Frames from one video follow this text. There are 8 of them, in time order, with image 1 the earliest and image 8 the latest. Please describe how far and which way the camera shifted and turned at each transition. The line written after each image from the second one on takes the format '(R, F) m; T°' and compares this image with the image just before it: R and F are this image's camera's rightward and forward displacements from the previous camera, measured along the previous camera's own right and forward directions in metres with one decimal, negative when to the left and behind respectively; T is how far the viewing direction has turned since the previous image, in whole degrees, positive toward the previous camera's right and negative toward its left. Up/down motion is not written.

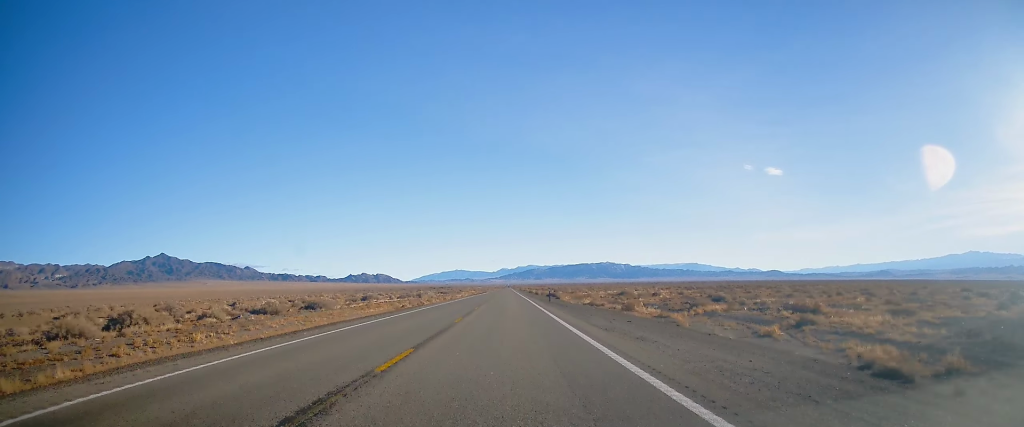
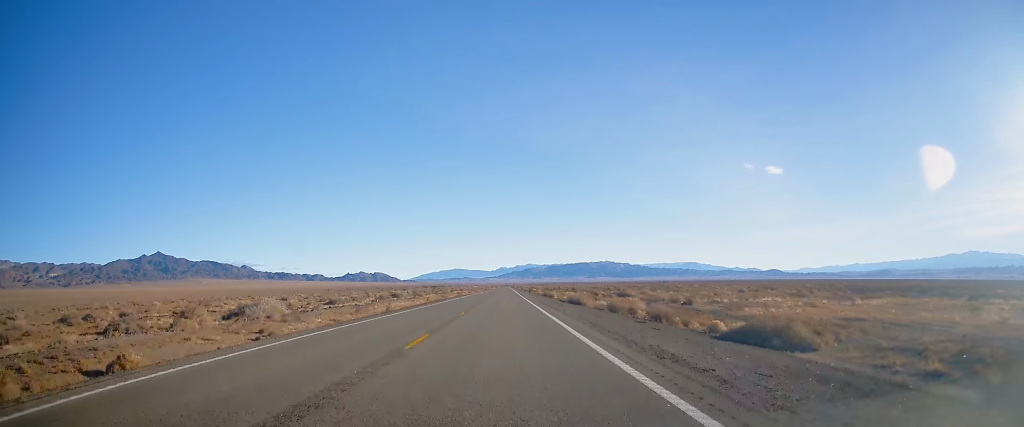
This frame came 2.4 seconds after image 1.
(-0.5, +82.6) m; 0°
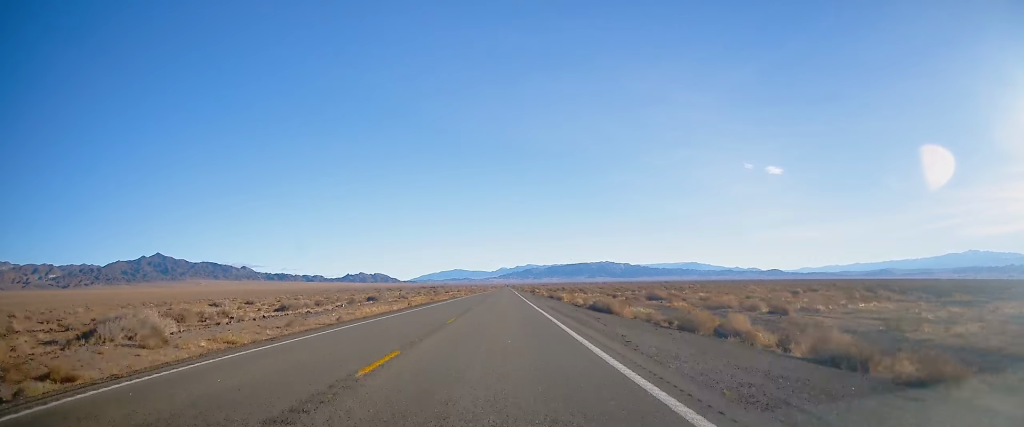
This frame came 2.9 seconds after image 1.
(-0.1, +15.5) m; 0°
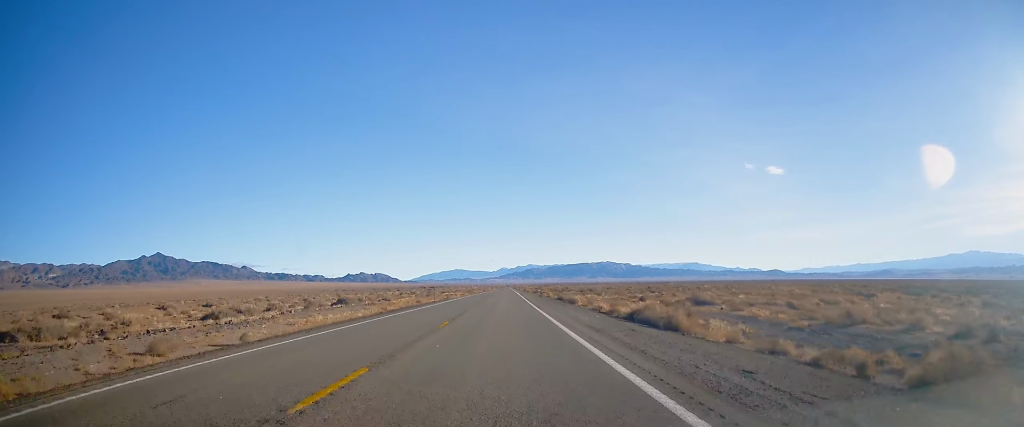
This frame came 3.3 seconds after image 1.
(+0.1, +14.4) m; 0°
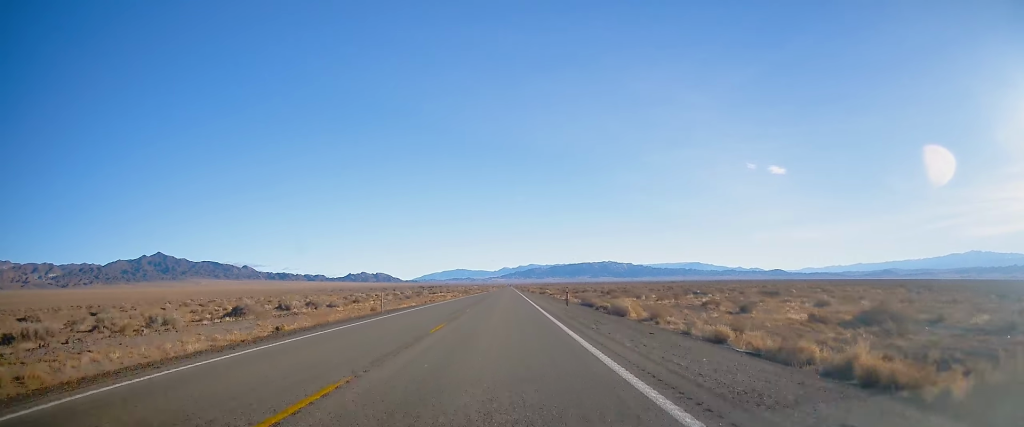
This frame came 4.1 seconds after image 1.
(+0.2, +25.5) m; 0°
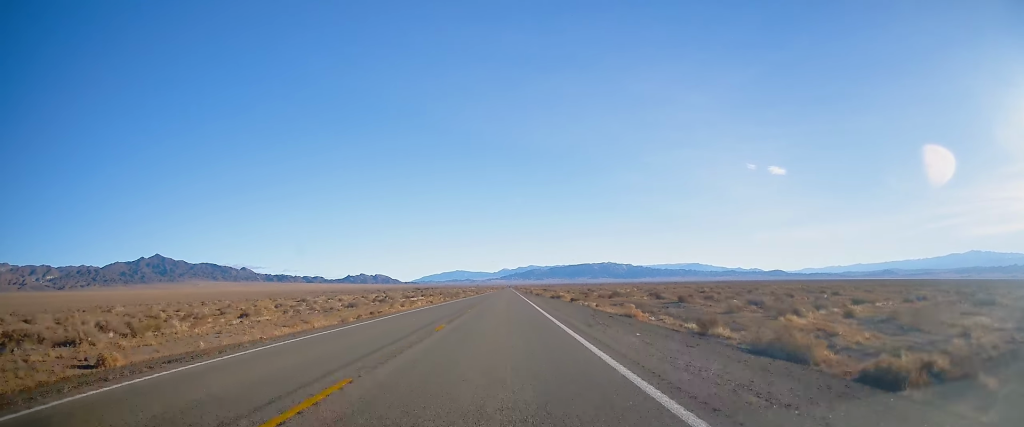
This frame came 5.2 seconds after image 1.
(-0.1, +35.5) m; 0°
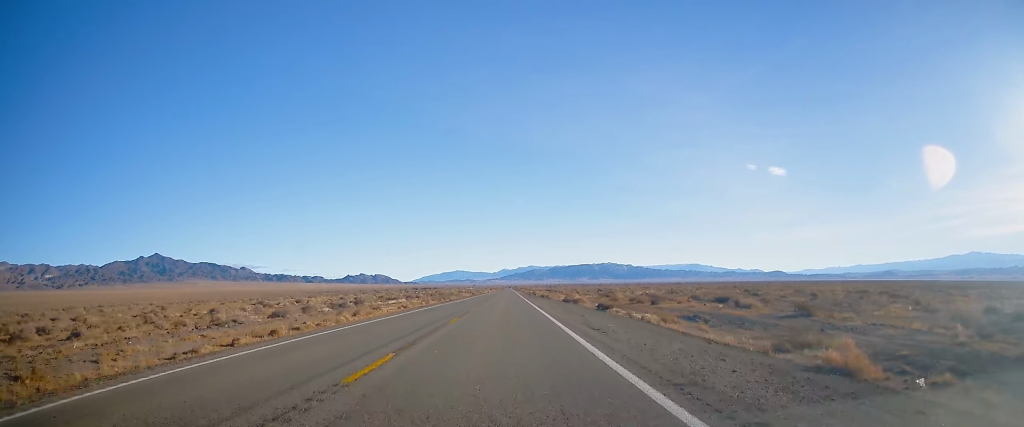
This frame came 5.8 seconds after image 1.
(0.0, +21.1) m; 0°
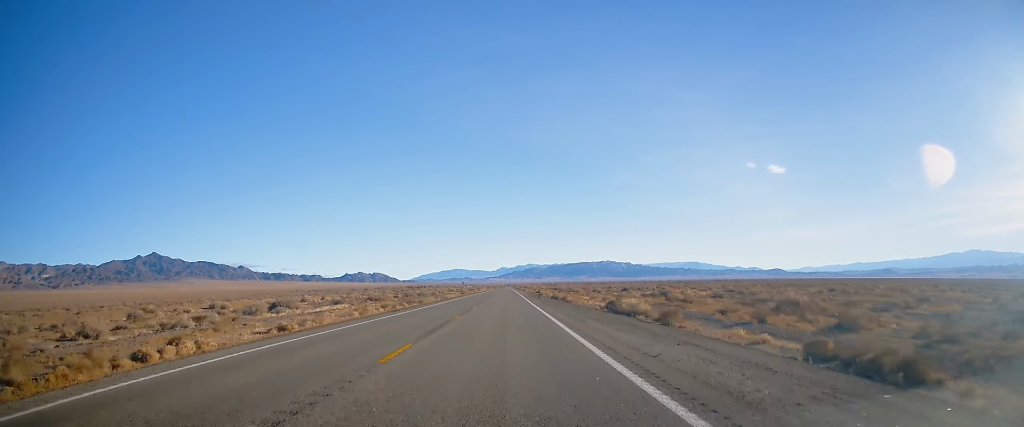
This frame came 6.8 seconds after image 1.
(0.0, +34.5) m; 0°
